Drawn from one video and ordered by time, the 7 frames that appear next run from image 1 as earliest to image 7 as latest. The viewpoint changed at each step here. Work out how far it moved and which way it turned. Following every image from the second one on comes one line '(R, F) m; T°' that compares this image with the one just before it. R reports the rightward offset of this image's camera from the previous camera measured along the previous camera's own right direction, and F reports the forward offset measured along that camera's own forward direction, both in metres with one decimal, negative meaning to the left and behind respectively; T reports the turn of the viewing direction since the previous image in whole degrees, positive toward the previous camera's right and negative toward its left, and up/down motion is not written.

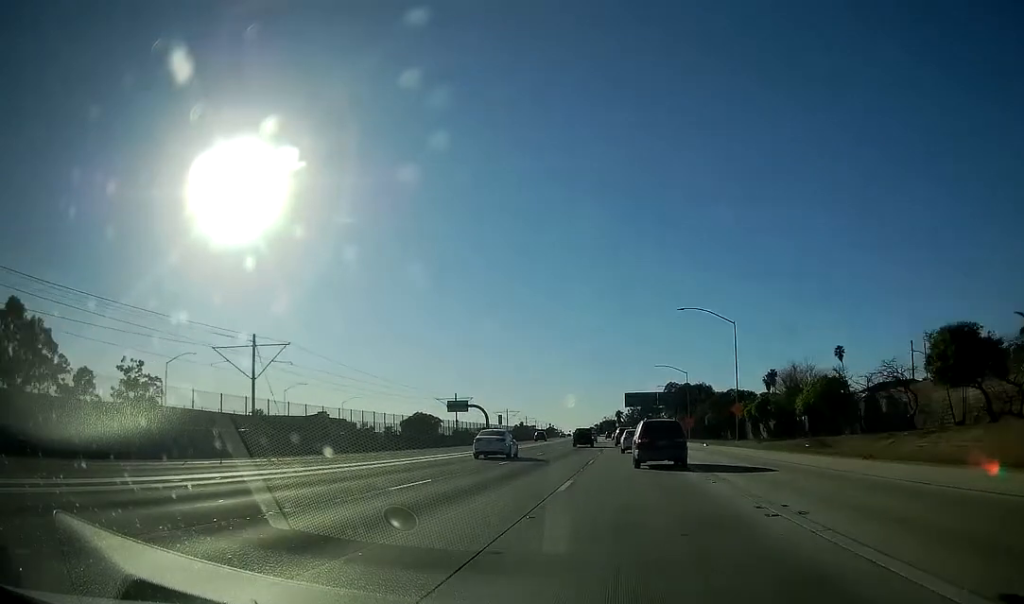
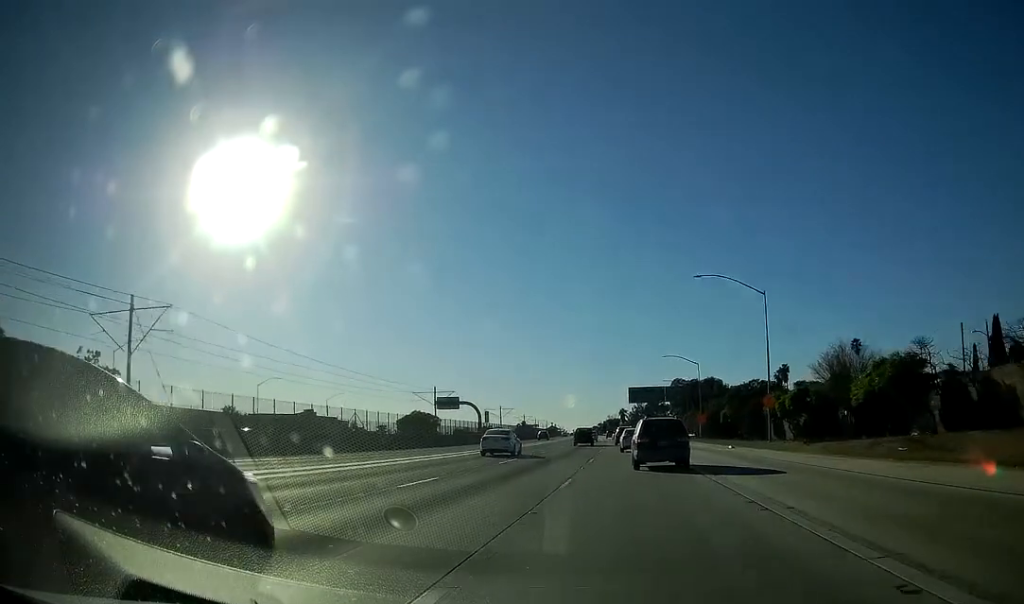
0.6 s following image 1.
(0.0, +14.4) m; 0°
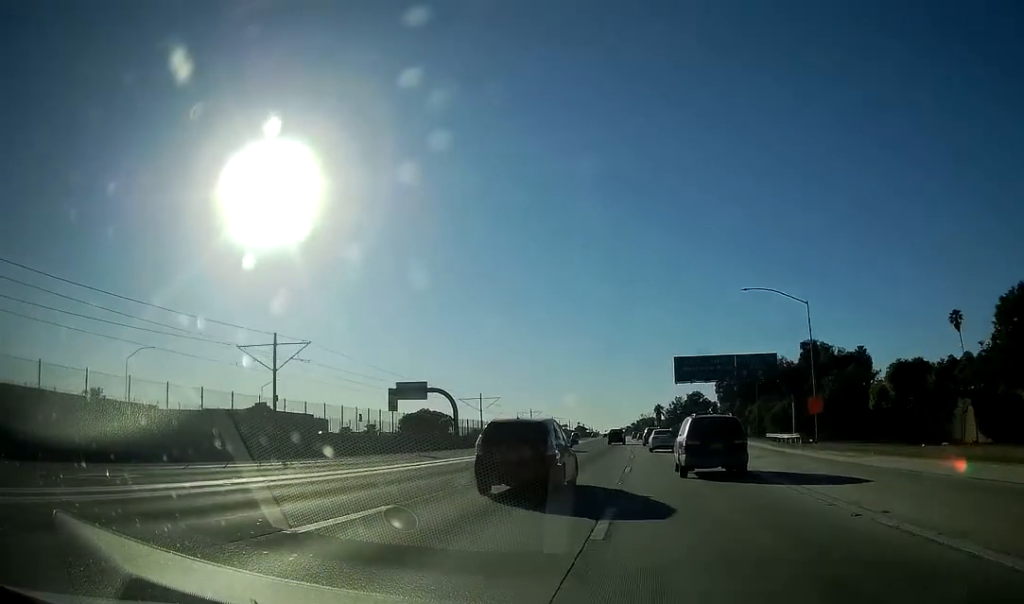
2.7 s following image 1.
(-0.9, +52.2) m; -3°
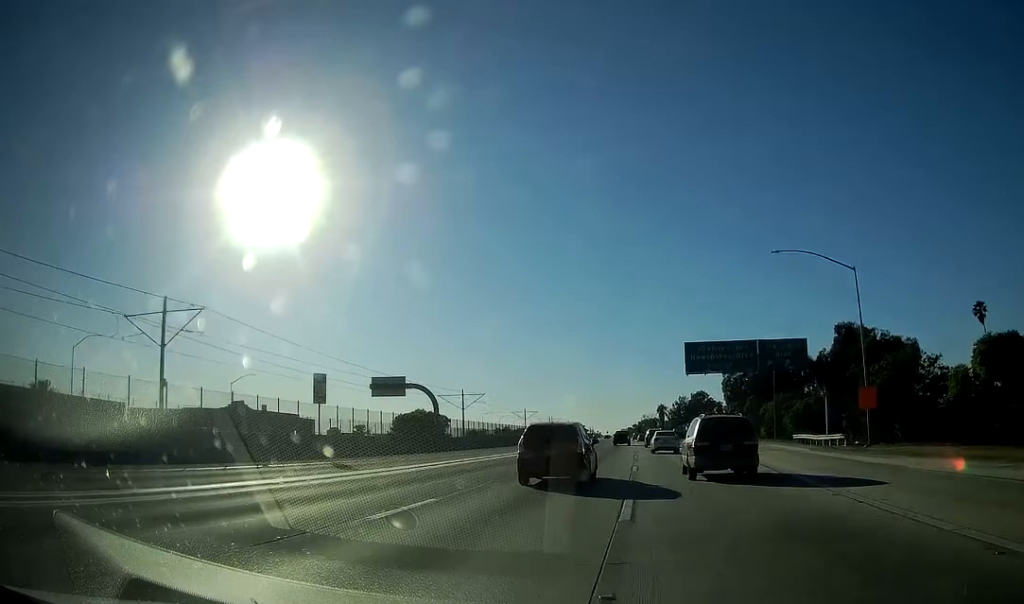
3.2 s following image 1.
(-0.1, +12.2) m; 0°
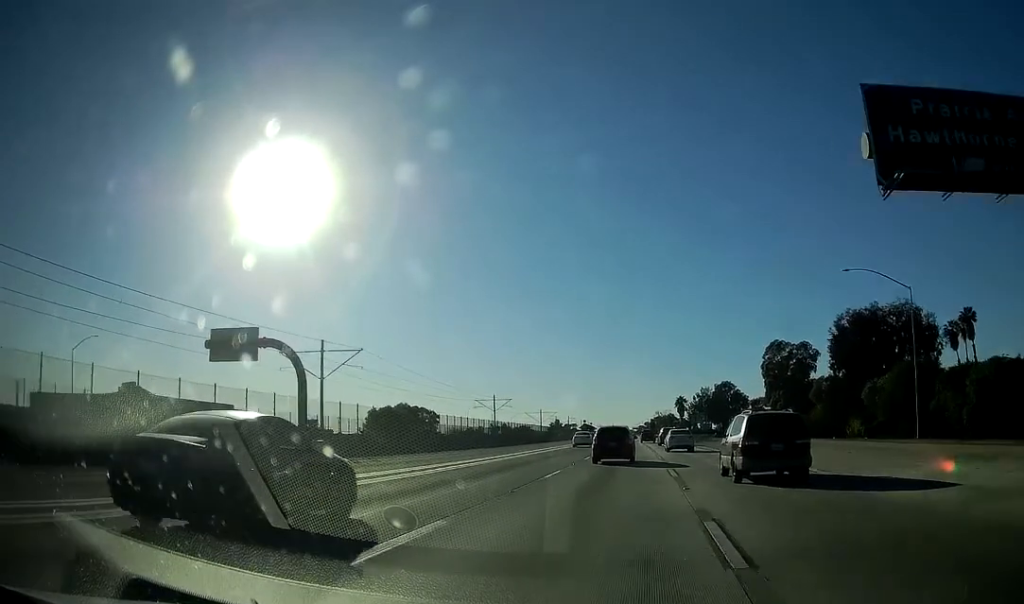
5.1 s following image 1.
(-0.4, +47.1) m; -1°
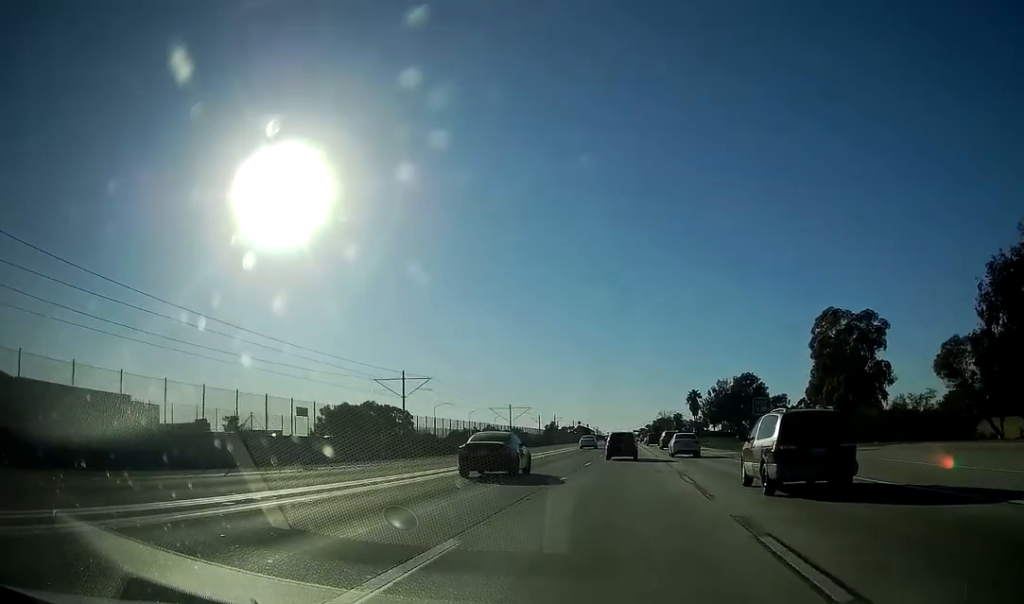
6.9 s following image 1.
(-0.2, +44.8) m; 0°
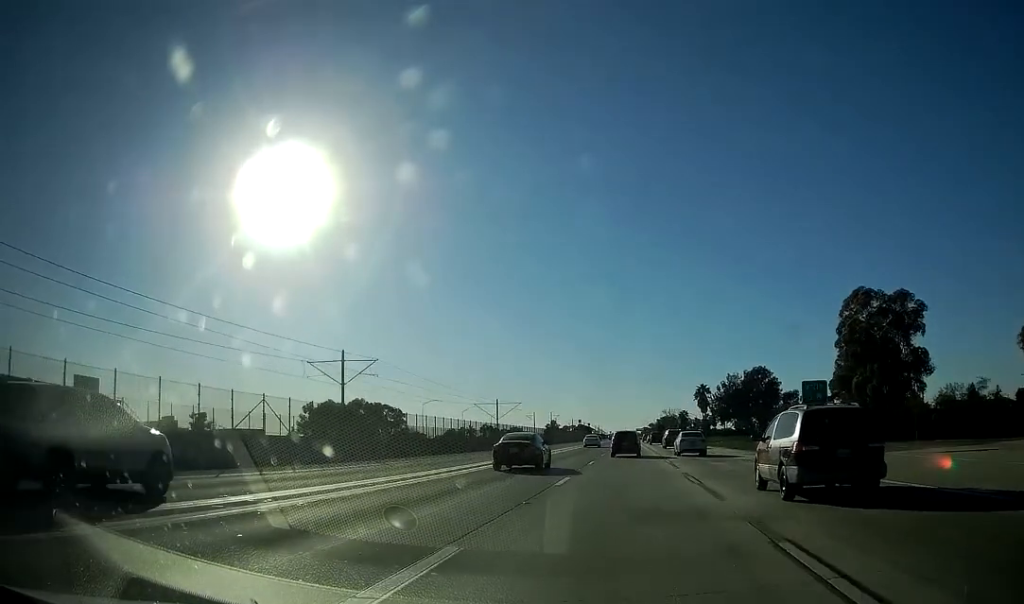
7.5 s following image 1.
(0.0, +14.5) m; 0°
